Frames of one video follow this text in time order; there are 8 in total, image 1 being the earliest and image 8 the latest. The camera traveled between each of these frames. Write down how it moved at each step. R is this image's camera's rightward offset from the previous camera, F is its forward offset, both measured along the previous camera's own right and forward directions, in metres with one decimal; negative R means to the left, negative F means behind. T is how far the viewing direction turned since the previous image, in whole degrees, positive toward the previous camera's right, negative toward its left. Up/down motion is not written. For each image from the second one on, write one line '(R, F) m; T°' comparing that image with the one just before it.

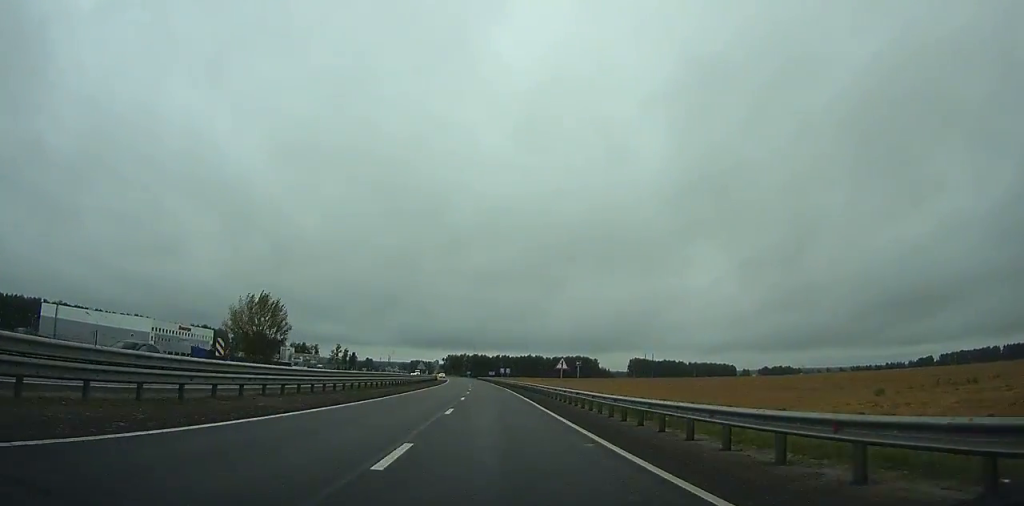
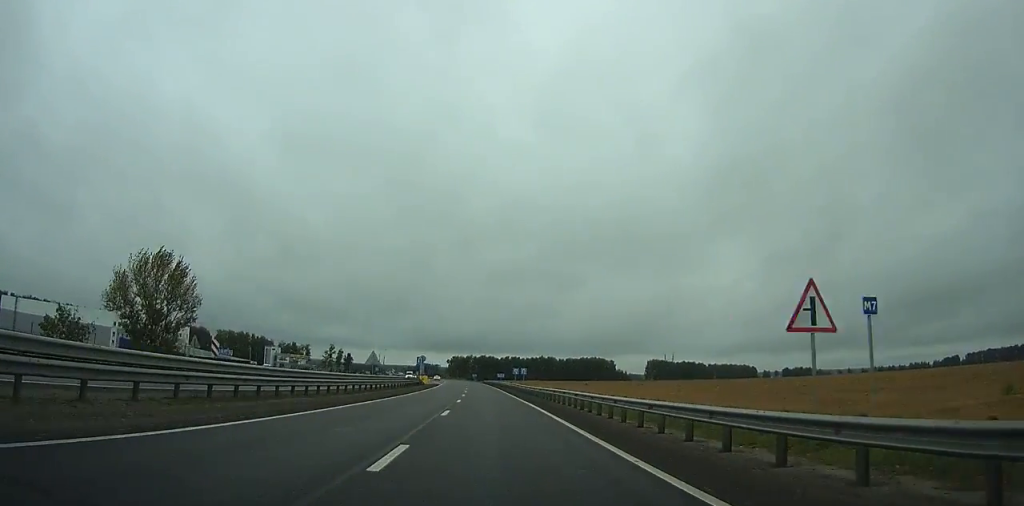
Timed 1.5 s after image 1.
(-0.3, +36.2) m; -1°
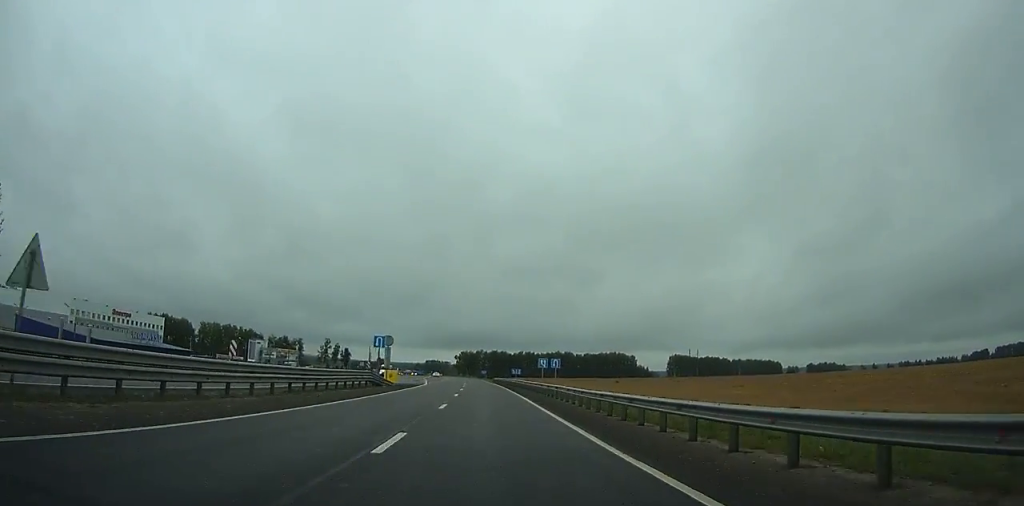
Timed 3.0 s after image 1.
(-0.2, +34.5) m; -1°
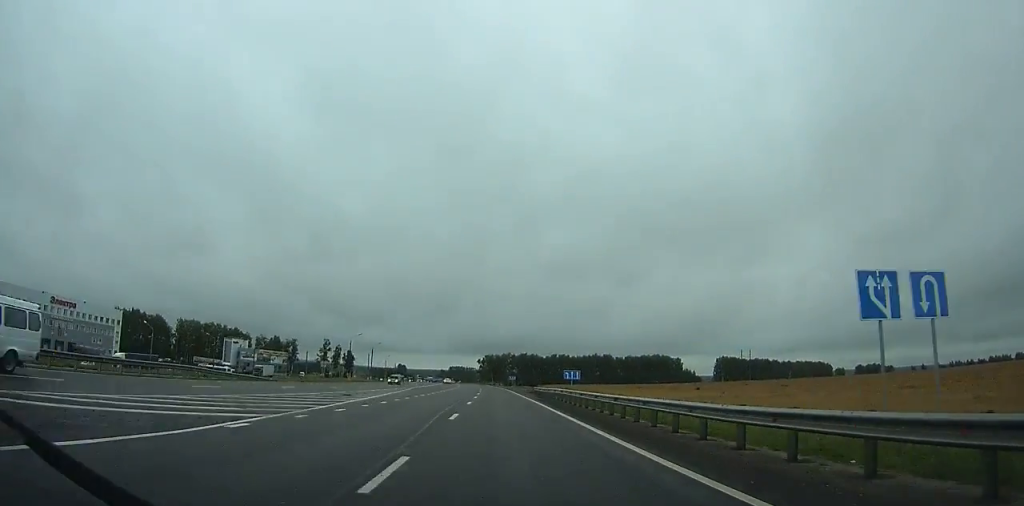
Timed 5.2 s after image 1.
(-0.6, +51.4) m; -2°
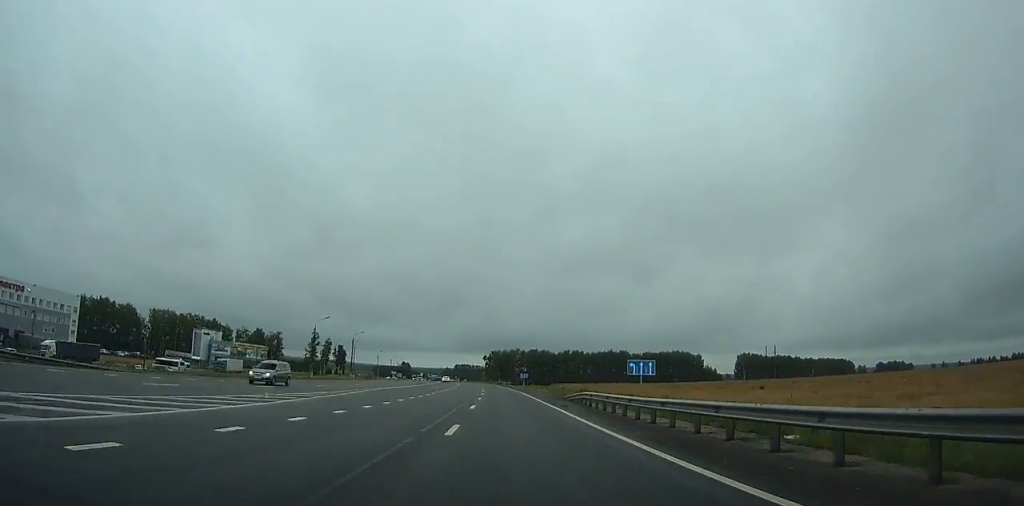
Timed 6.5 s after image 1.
(-0.2, +29.4) m; -1°
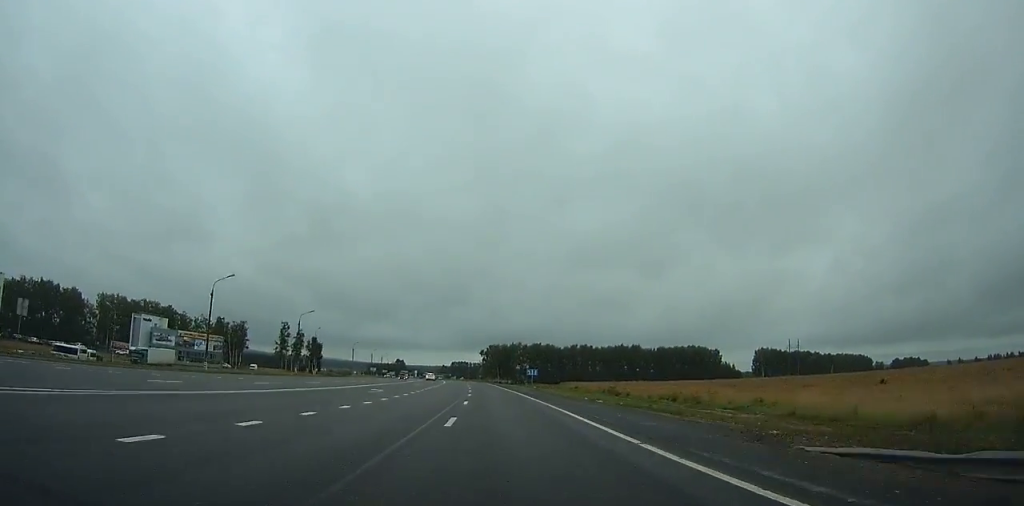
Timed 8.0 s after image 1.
(-0.5, +35.3) m; -1°
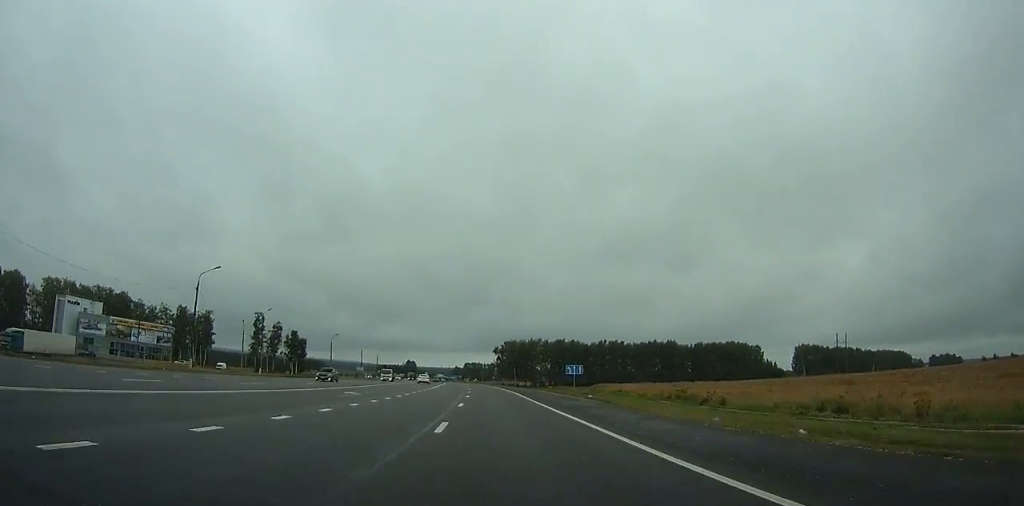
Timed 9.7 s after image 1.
(-0.3, +38.0) m; -1°
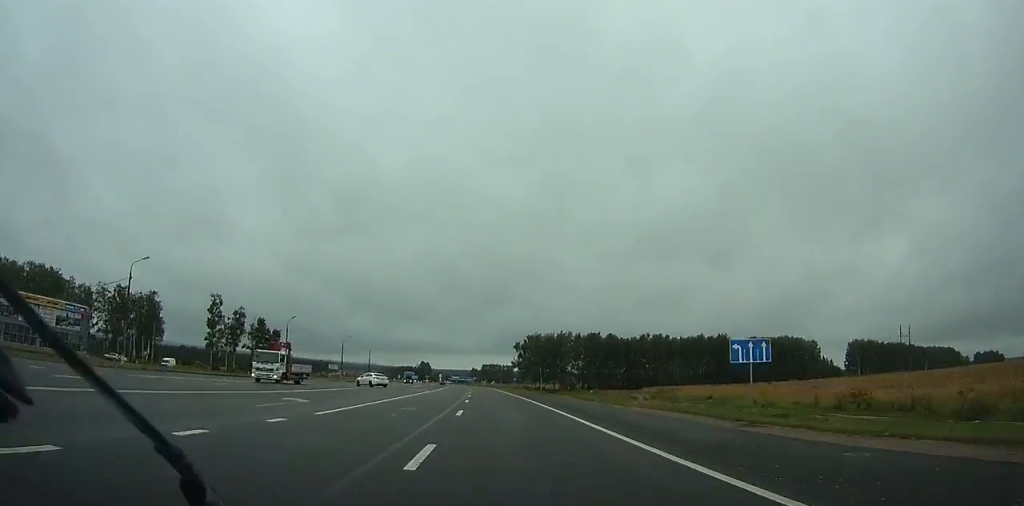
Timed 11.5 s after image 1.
(-0.4, +40.9) m; -1°
